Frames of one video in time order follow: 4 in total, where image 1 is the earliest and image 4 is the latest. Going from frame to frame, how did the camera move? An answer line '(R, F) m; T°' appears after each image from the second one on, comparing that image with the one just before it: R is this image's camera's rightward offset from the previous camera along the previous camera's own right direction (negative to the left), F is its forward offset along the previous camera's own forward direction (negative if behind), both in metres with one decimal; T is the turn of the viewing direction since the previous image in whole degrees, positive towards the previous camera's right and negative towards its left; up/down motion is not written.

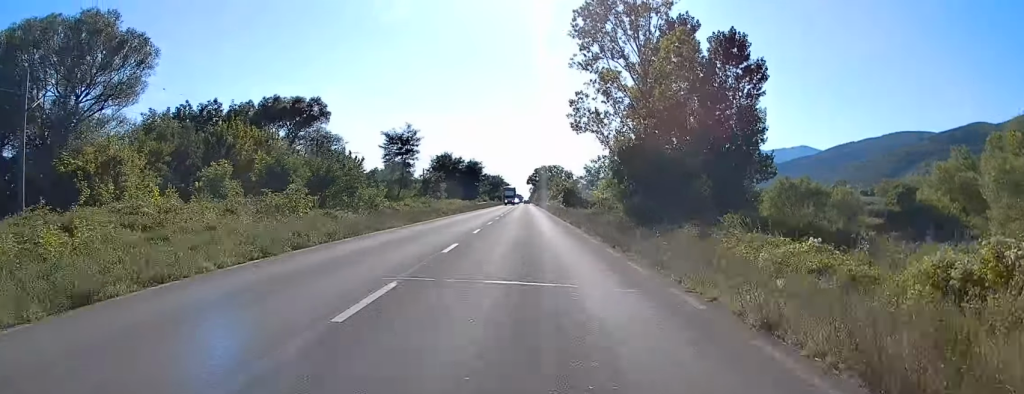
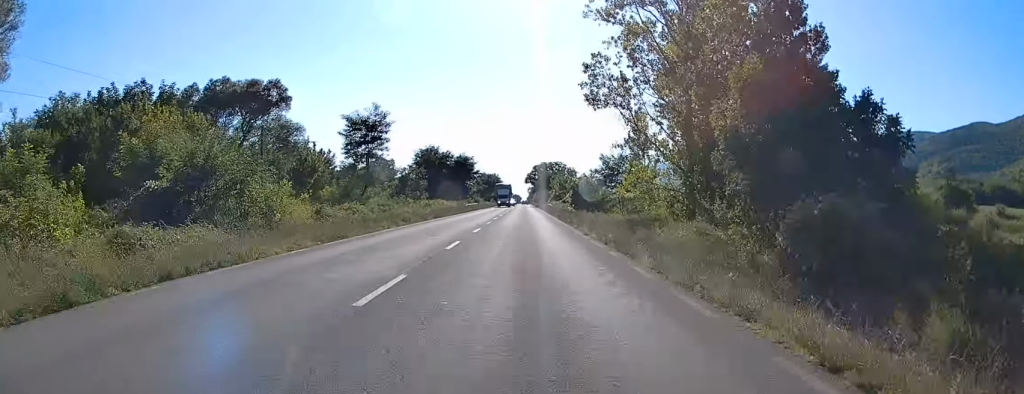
(0.0, +16.9) m; 0°
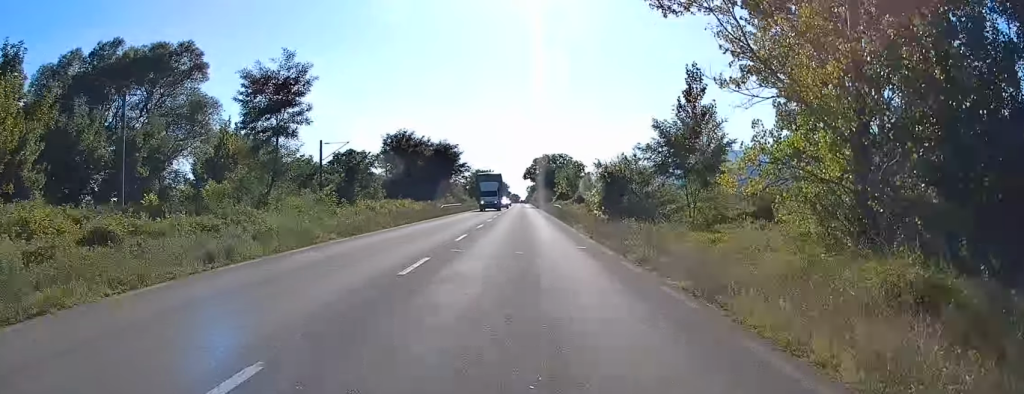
(0.0, +23.6) m; 0°
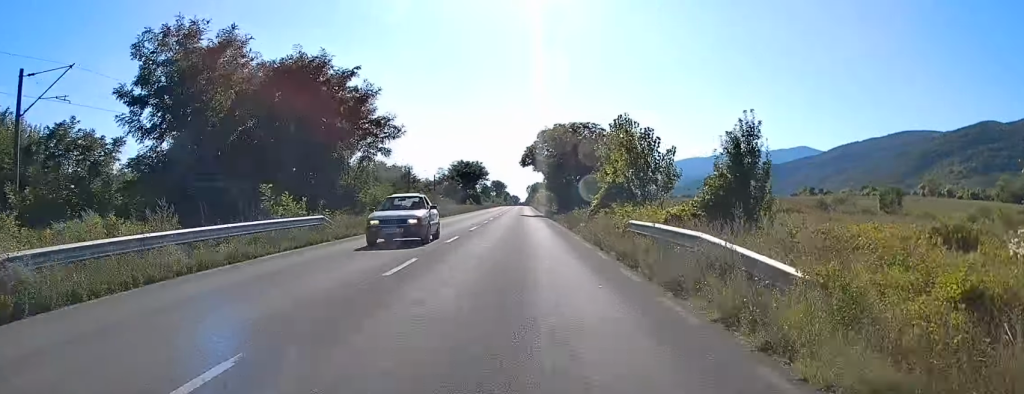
(+0.8, +53.6) m; +1°
